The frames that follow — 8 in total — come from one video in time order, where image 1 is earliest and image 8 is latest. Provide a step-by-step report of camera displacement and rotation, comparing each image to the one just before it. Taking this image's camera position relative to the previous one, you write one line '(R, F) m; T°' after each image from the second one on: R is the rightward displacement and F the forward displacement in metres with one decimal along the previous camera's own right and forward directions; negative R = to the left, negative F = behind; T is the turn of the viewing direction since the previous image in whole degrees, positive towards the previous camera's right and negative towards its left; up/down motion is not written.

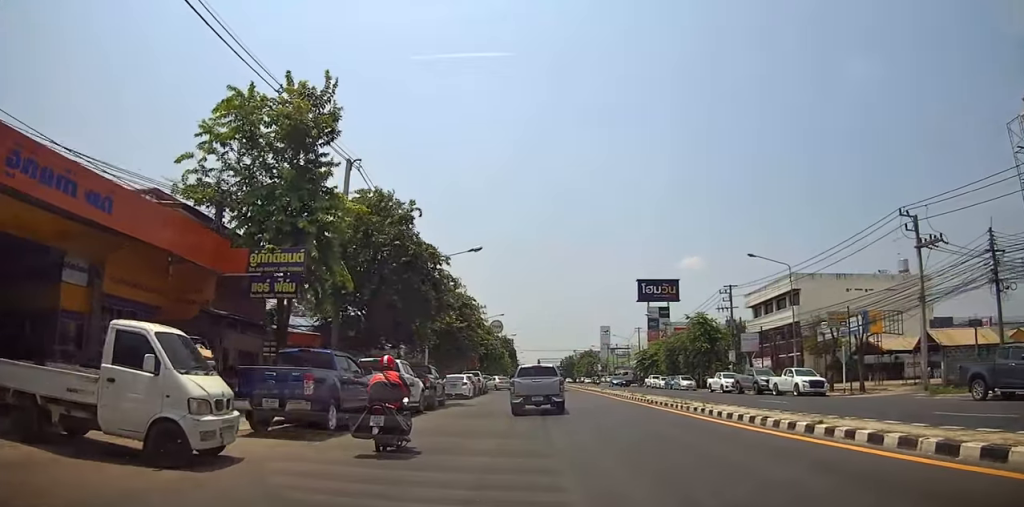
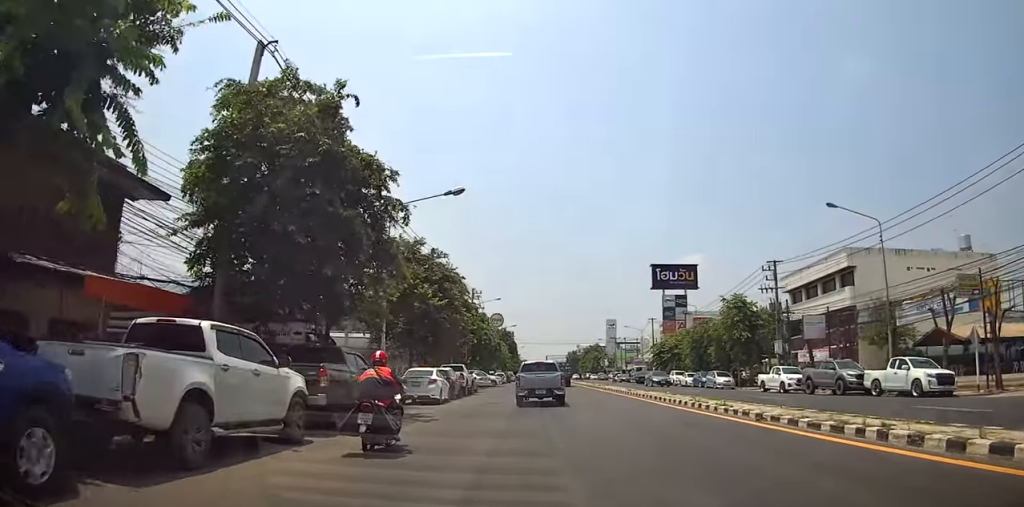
(+0.5, +11.6) m; +1°
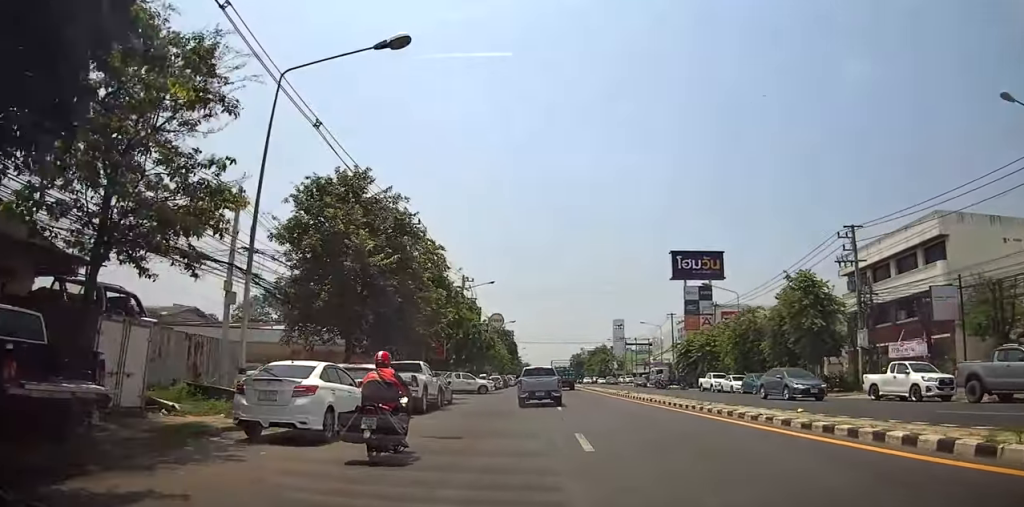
(-0.4, +14.2) m; -2°
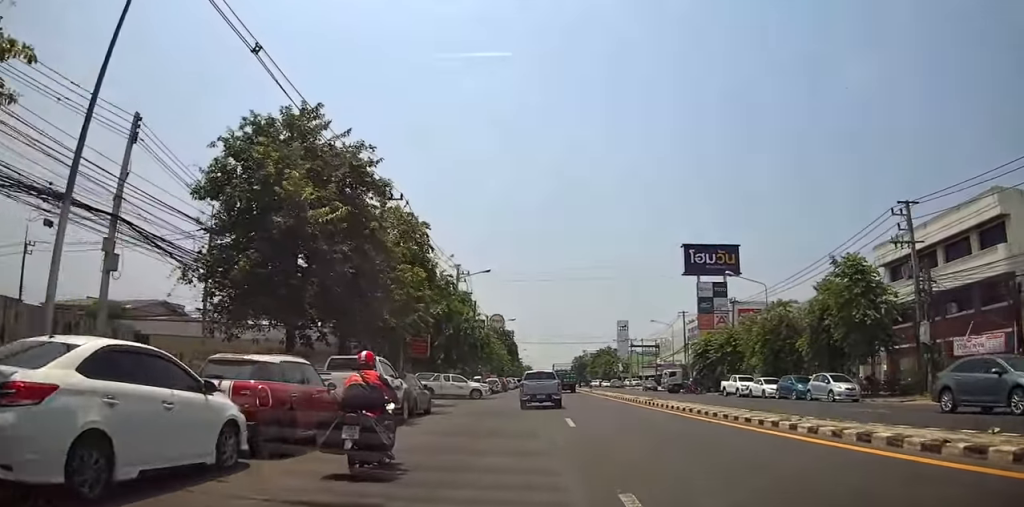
(0.0, +6.5) m; 0°
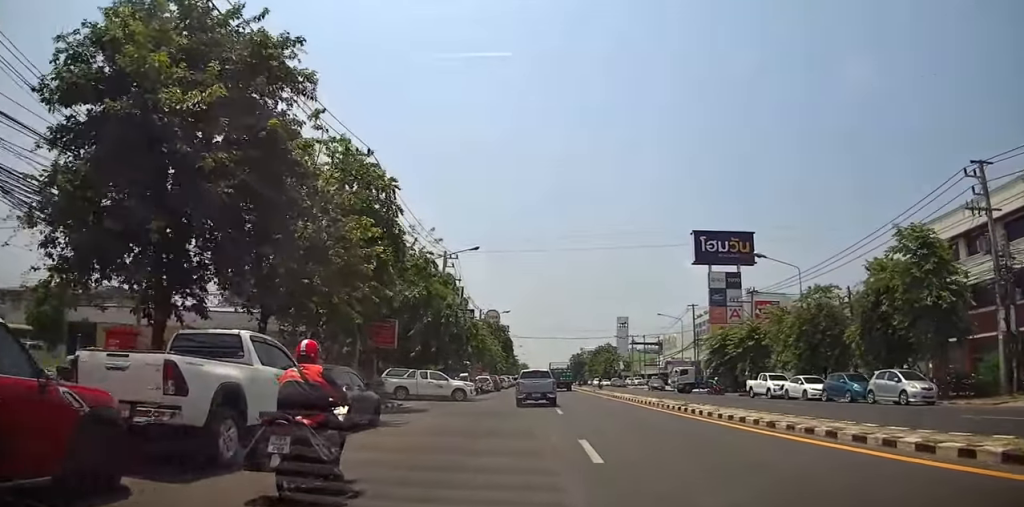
(0.0, +7.0) m; 0°
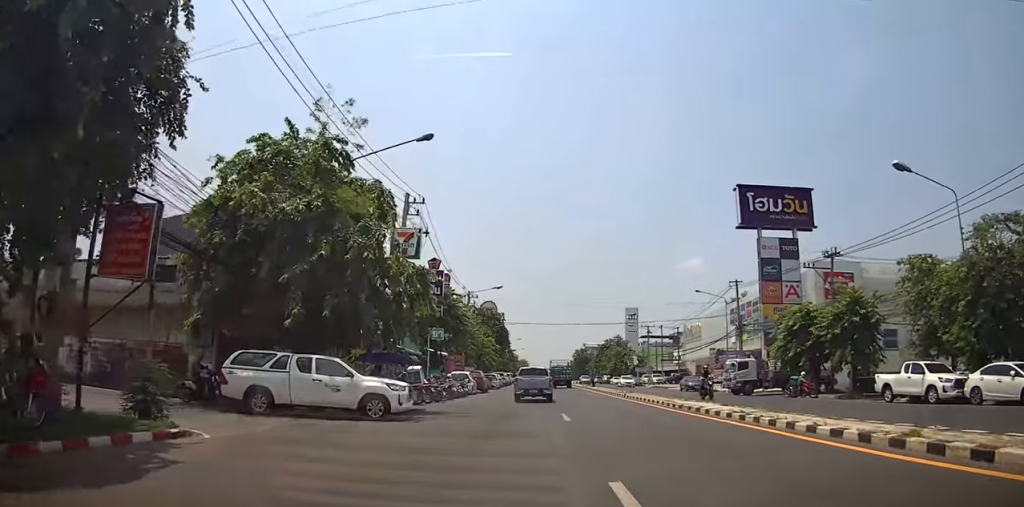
(+0.2, +16.7) m; +2°
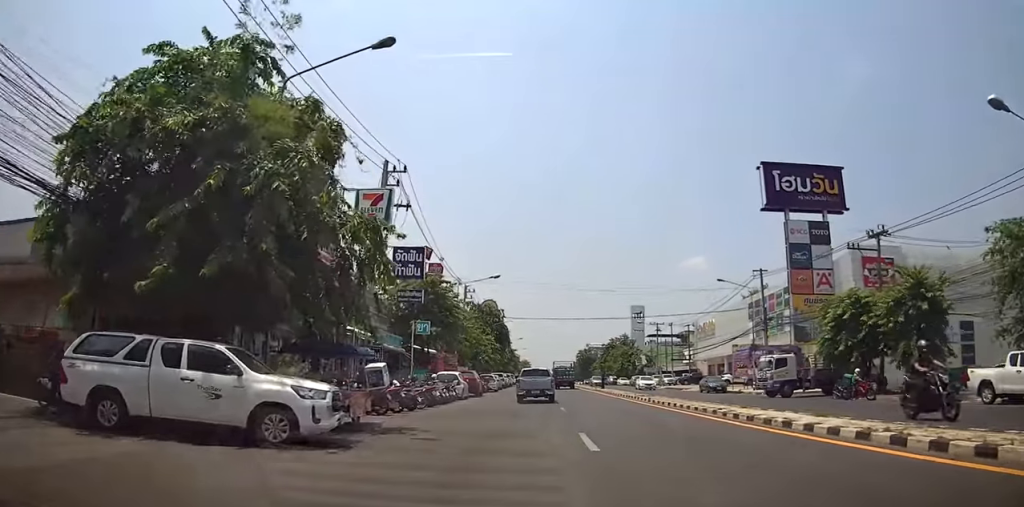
(+0.1, +6.2) m; +1°
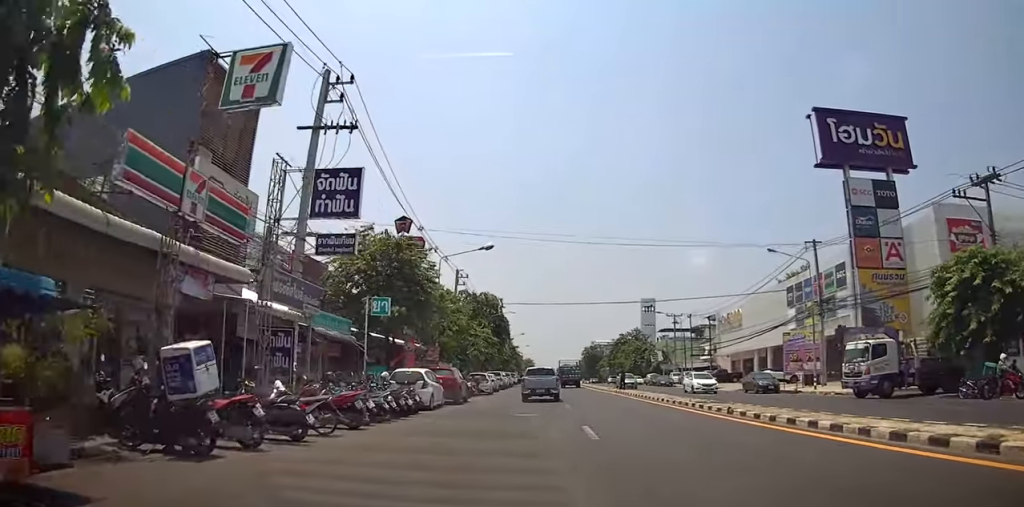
(+0.2, +10.4) m; 0°
